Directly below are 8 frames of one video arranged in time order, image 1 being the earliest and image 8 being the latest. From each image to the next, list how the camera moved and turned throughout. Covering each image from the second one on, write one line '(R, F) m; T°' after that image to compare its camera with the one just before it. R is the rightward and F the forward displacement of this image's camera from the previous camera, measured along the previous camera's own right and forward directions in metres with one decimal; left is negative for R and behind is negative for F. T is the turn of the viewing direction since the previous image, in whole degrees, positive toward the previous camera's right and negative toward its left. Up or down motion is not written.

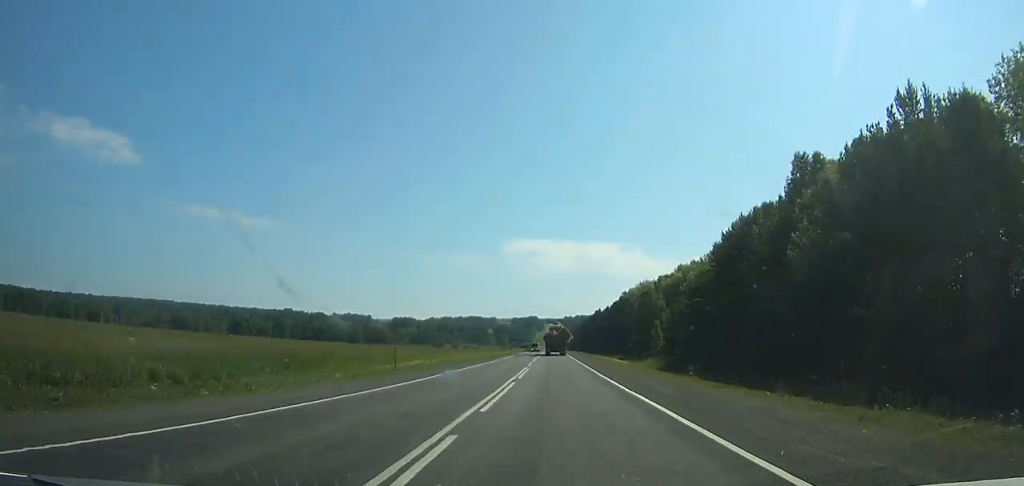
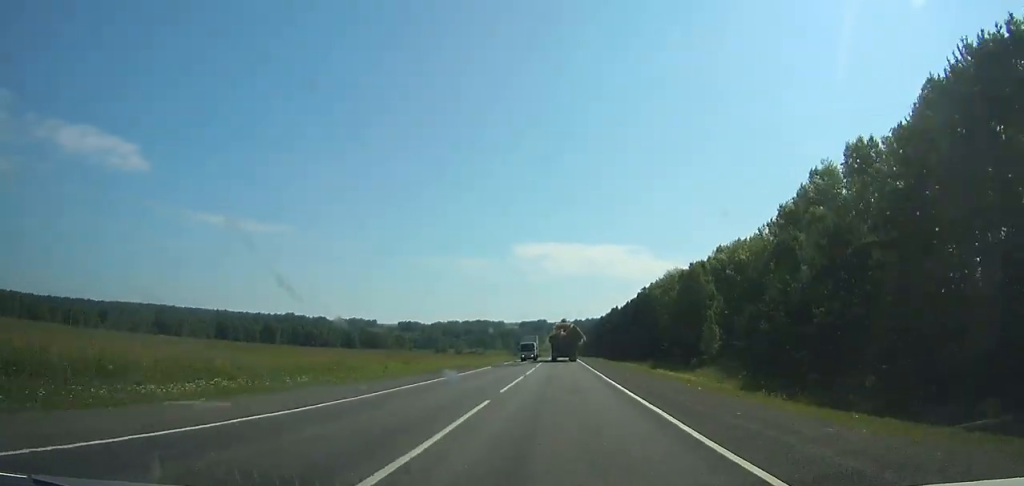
(+0.1, +35.3) m; 0°
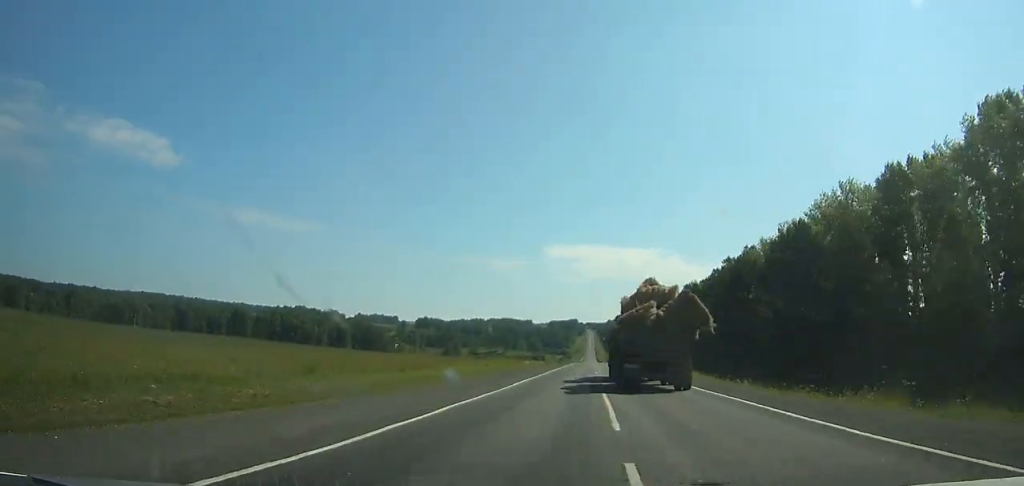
(-1.2, +84.3) m; -1°
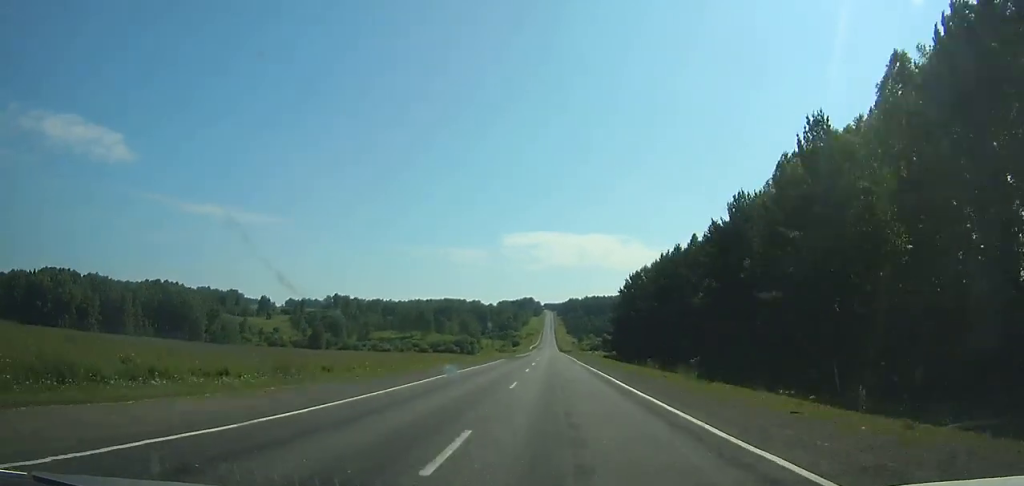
(+3.7, +165.7) m; +2°
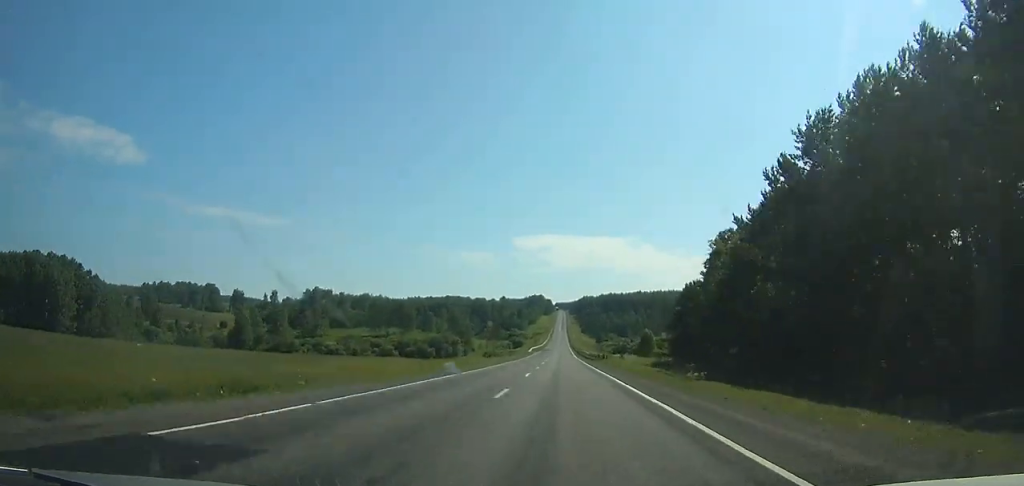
(-0.6, +76.6) m; -1°
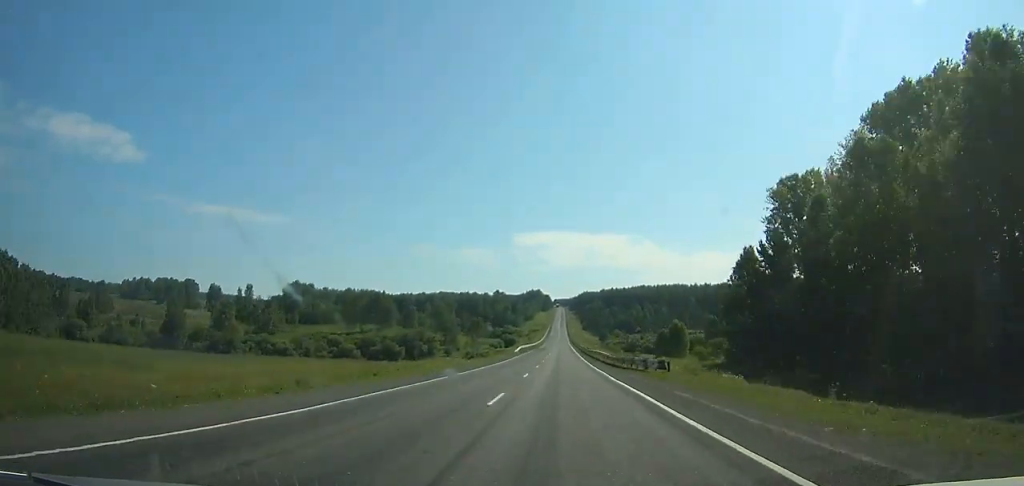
(-0.1, +37.0) m; 0°
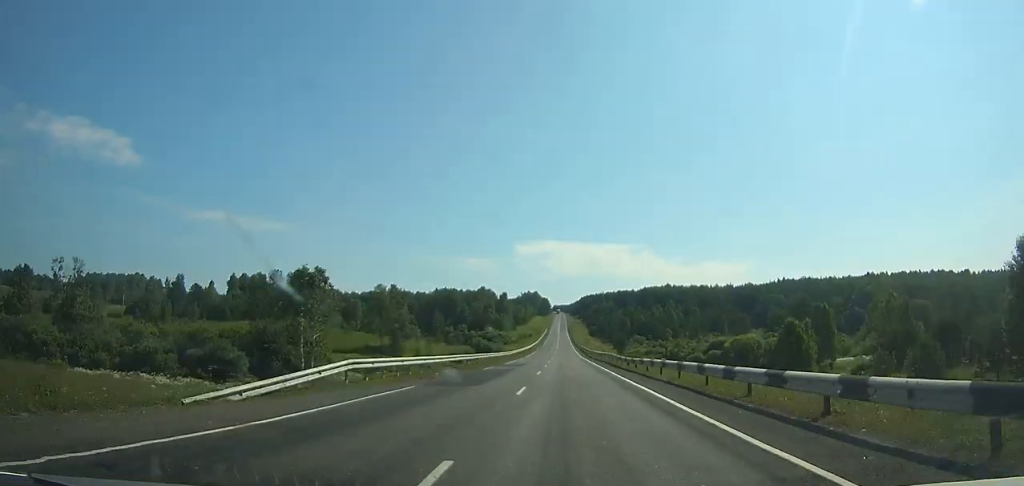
(0.0, +81.9) m; 0°
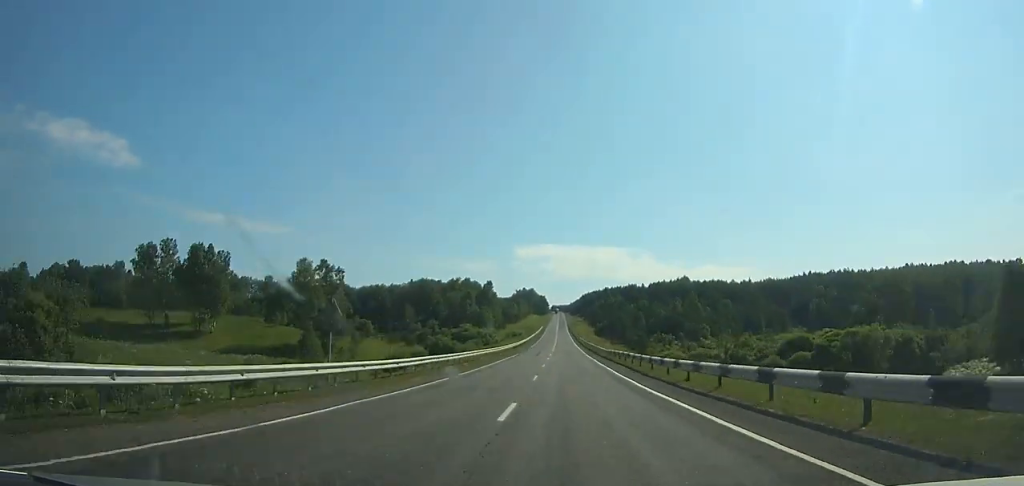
(-0.2, +53.3) m; 0°
